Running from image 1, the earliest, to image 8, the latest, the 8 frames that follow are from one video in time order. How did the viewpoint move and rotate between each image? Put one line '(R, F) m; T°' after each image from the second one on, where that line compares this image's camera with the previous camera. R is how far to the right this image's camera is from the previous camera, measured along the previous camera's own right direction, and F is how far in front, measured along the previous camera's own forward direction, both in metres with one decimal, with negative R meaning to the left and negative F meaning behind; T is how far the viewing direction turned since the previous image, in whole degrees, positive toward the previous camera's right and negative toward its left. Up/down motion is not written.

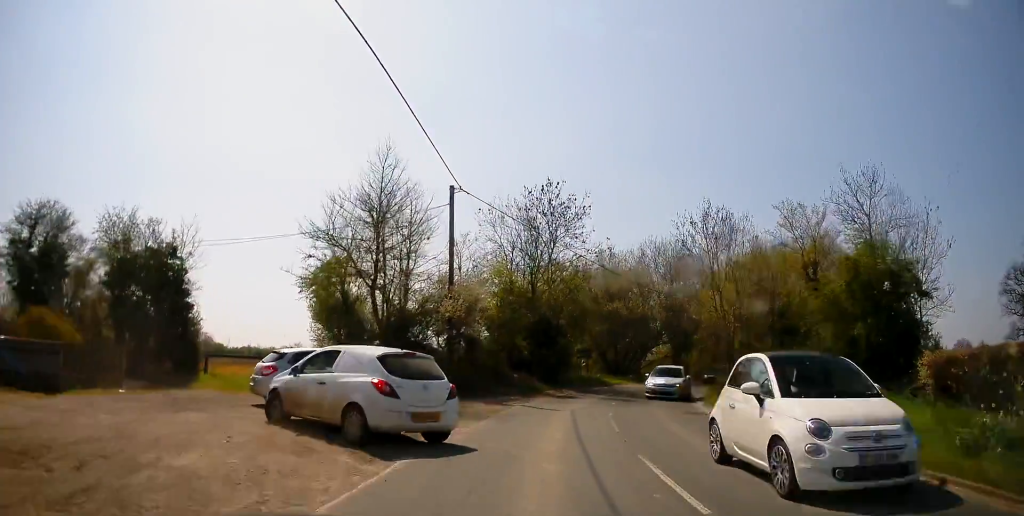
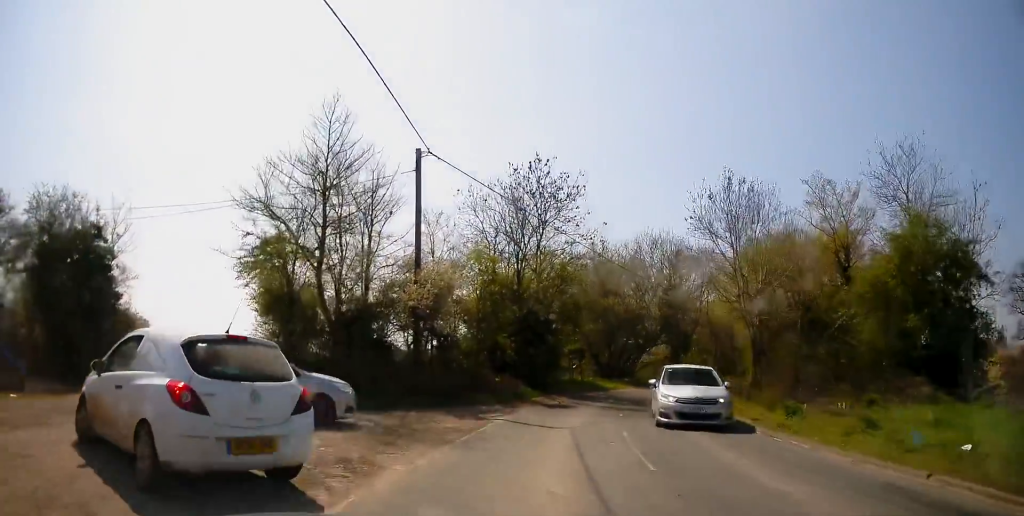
(0.0, +4.8) m; +2°
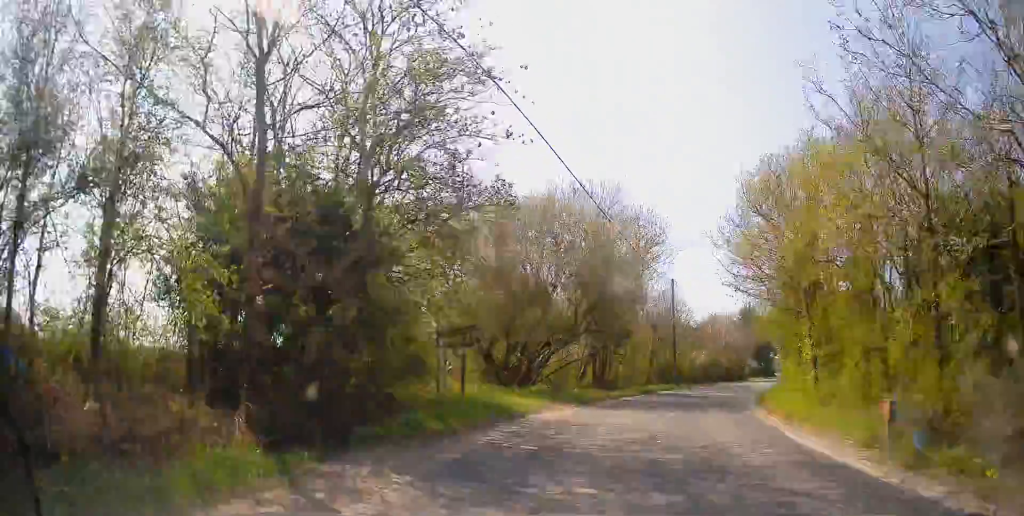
(+2.4, +18.6) m; +15°
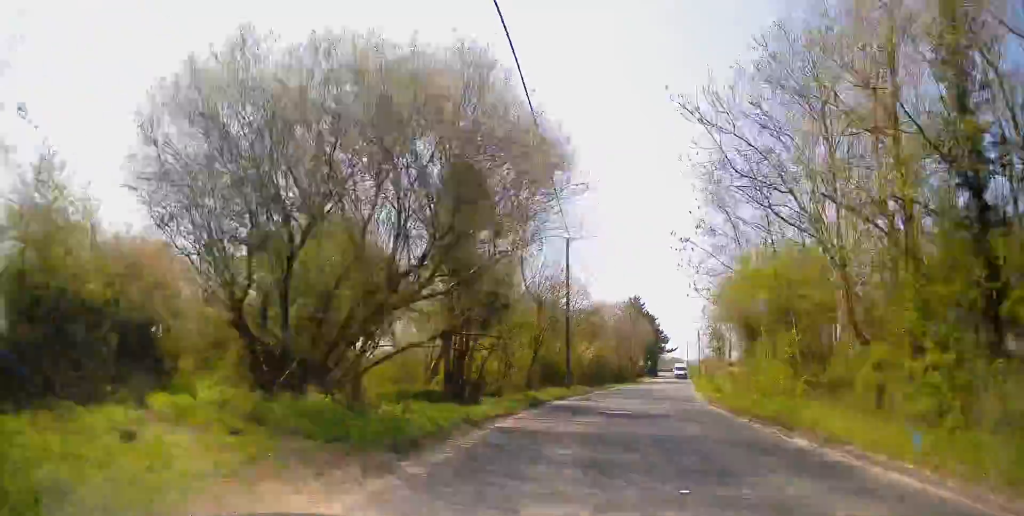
(+1.1, +14.2) m; +11°
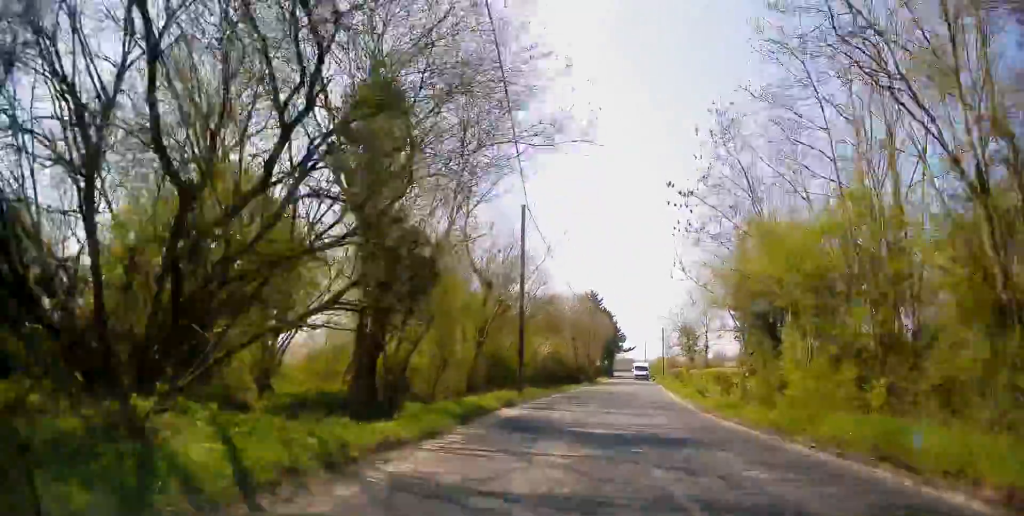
(0.0, +6.0) m; +4°
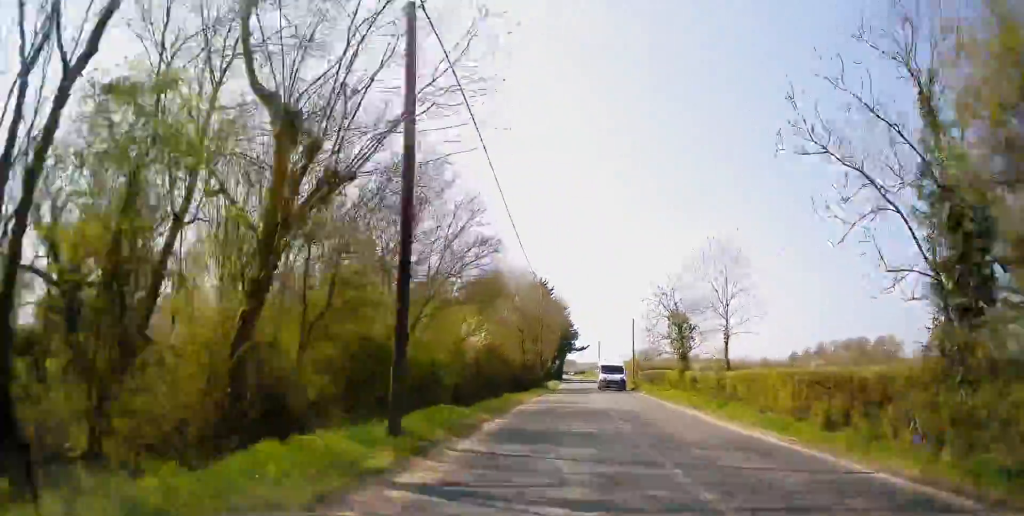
(+1.4, +15.4) m; +5°
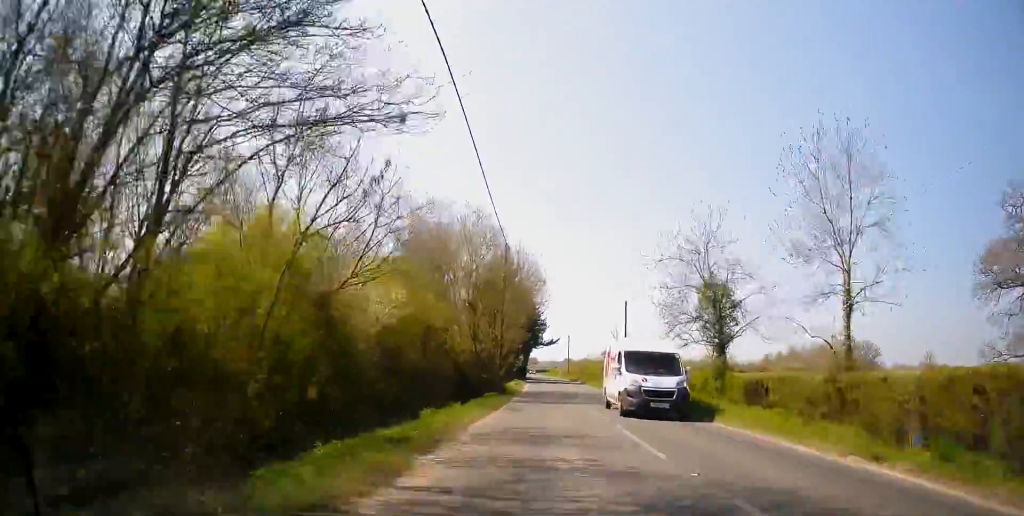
(-0.3, +14.5) m; +3°
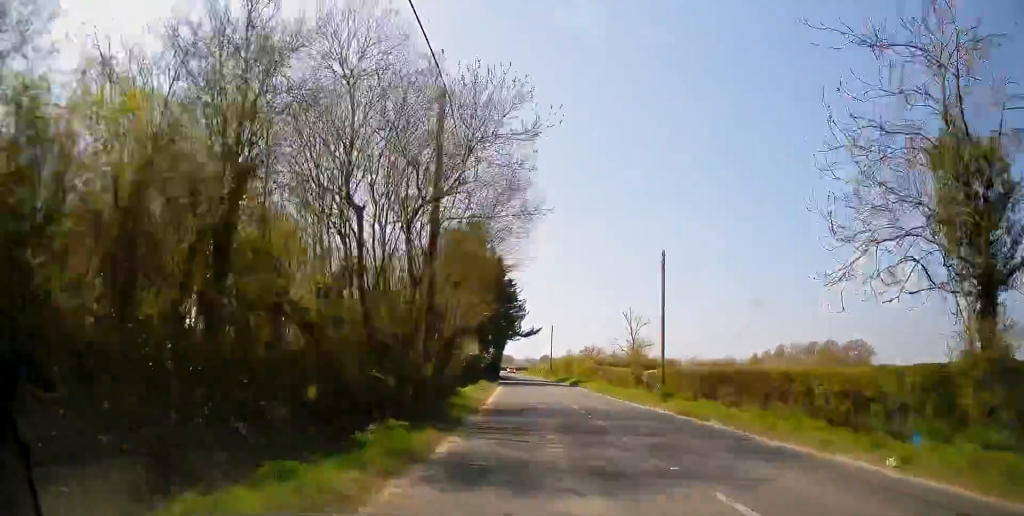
(+1.2, +18.0) m; +3°
